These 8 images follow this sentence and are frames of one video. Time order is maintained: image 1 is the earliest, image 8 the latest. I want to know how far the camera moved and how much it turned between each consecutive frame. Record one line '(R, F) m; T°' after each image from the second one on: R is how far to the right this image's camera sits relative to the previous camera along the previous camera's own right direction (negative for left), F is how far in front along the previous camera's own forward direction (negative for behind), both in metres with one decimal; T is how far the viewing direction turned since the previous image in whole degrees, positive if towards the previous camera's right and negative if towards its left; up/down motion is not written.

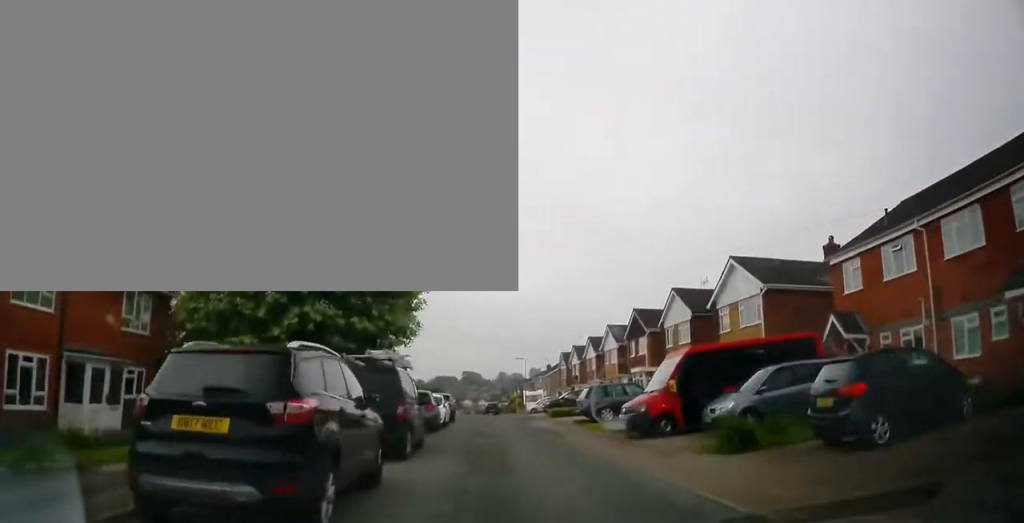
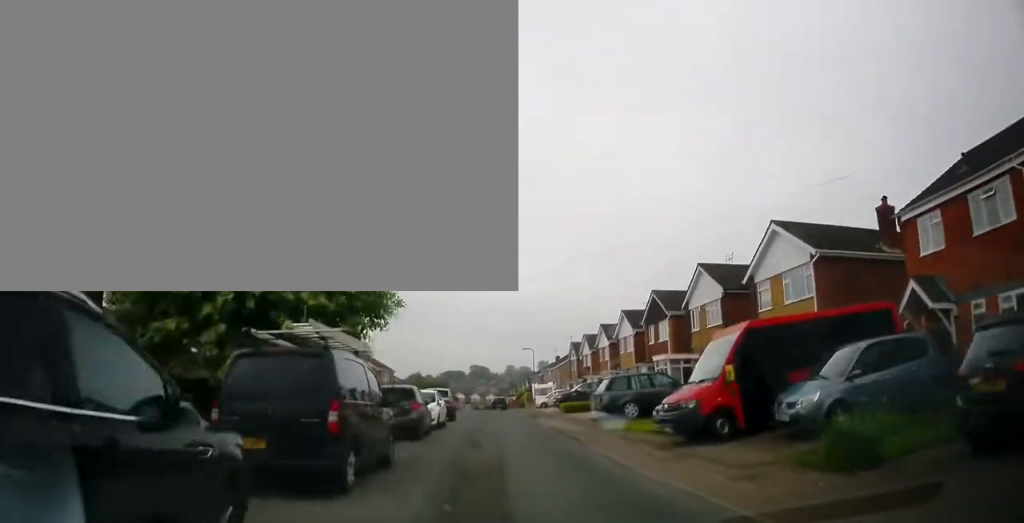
(-0.1, +4.0) m; -1°
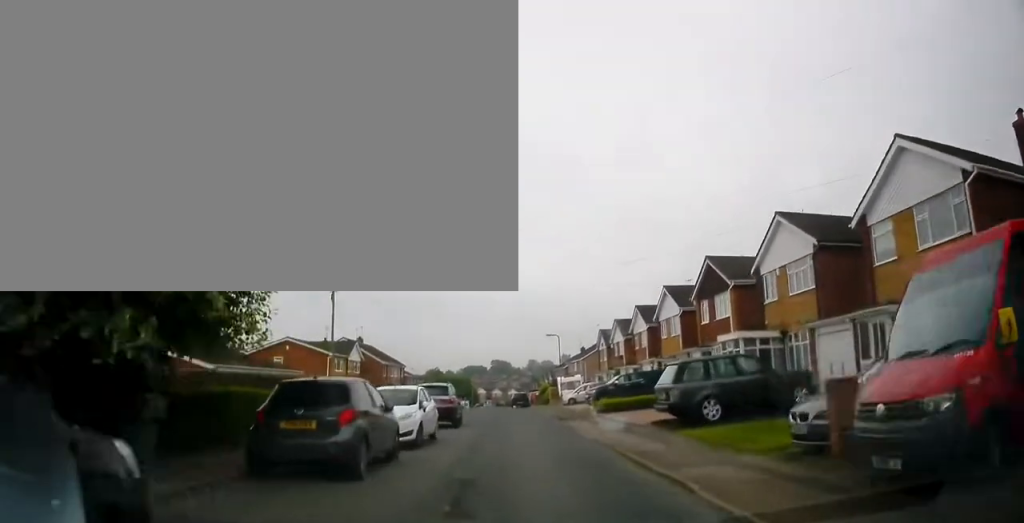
(-0.2, +7.5) m; -2°
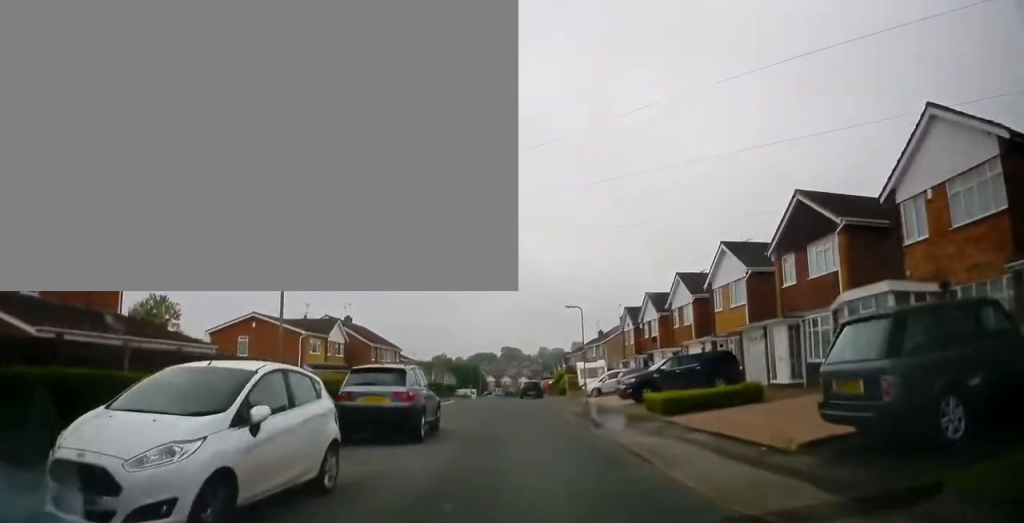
(-0.1, +9.6) m; -1°
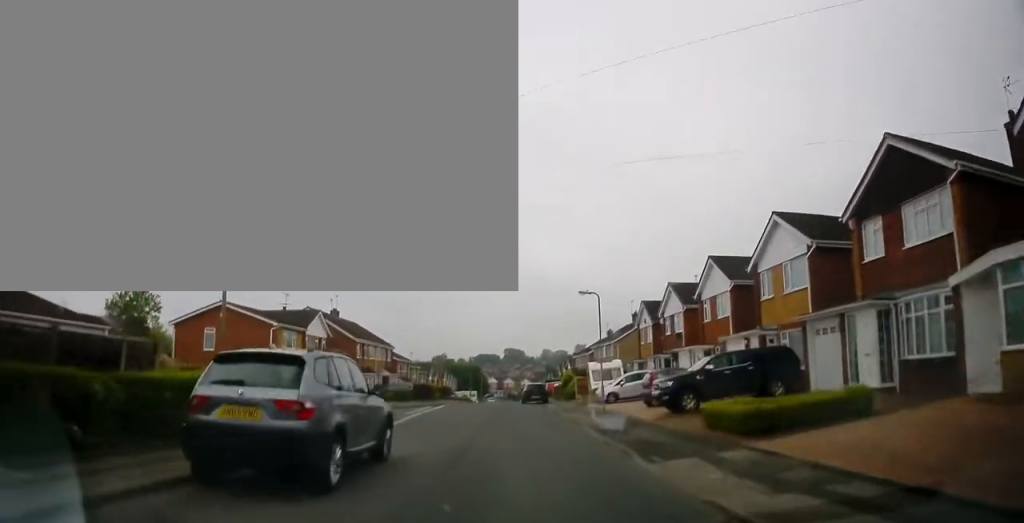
(0.0, +5.8) m; 0°
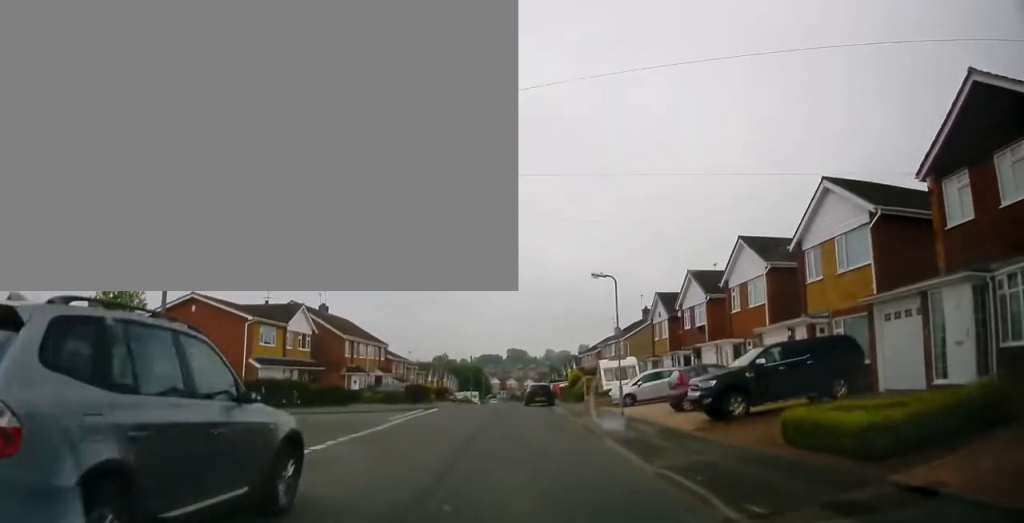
(-0.1, +4.5) m; +1°
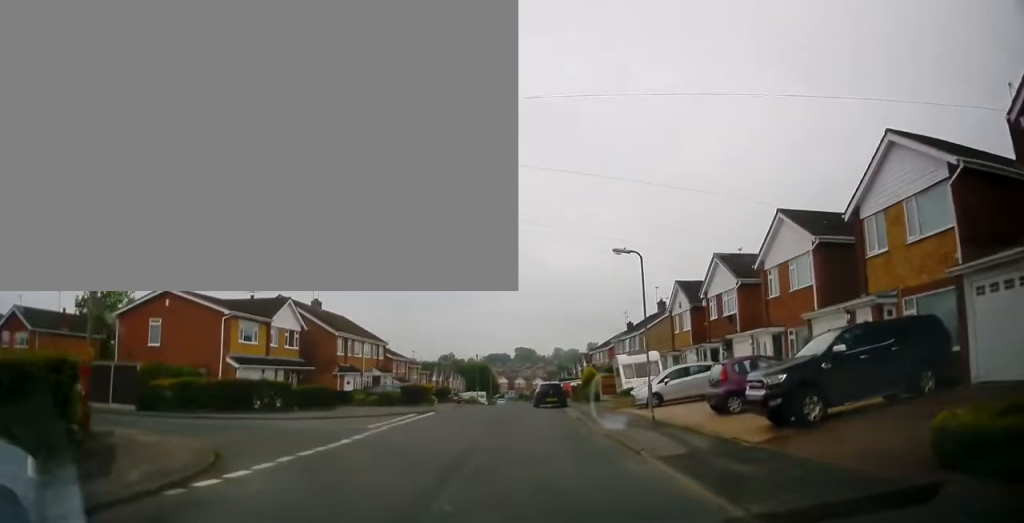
(0.0, +3.9) m; -1°
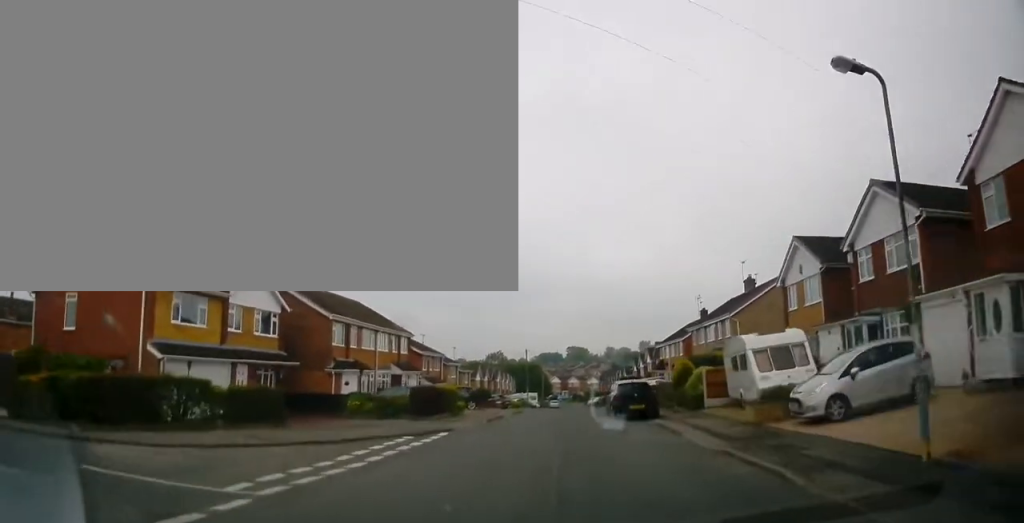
(-0.5, +11.2) m; -6°
